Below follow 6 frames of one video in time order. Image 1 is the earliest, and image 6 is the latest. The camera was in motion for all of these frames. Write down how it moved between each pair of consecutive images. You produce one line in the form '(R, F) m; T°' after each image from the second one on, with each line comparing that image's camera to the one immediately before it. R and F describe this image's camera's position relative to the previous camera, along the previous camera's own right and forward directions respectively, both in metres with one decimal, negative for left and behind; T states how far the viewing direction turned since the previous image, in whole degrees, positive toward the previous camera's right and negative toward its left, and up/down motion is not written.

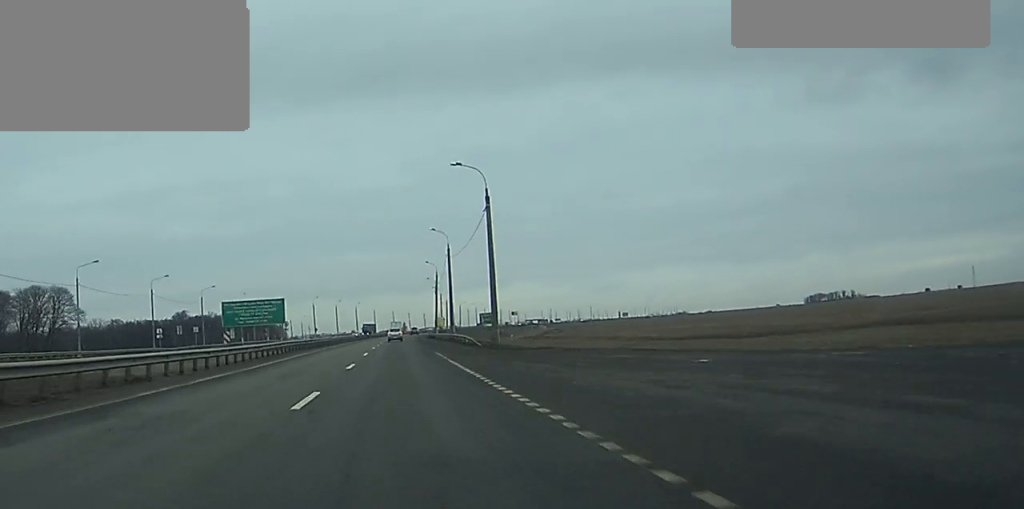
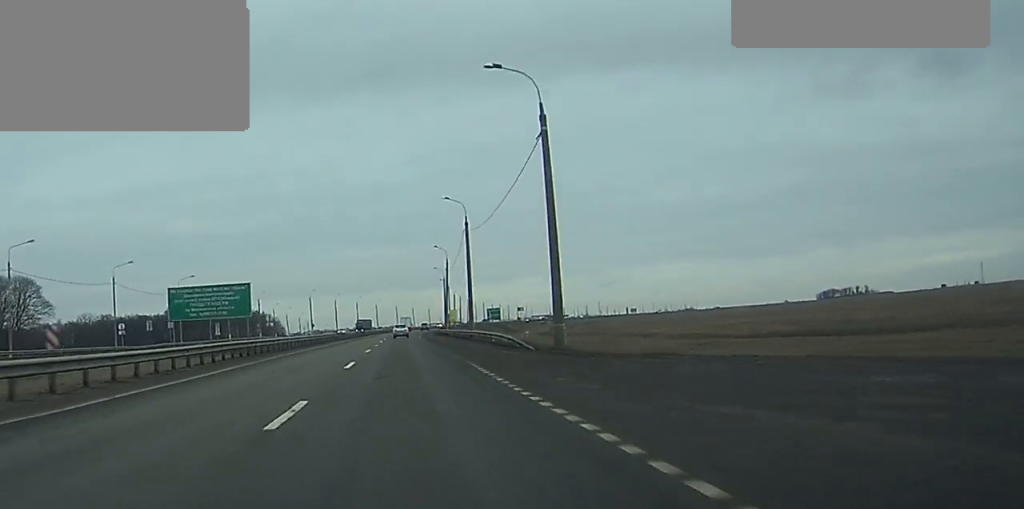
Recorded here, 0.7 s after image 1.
(0.0, +19.7) m; 0°
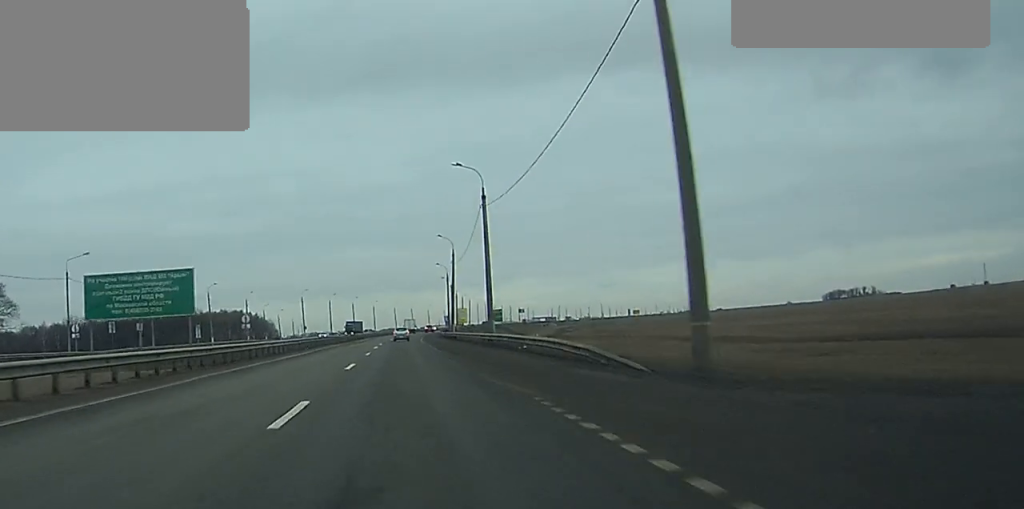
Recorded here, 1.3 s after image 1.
(0.0, +15.8) m; 0°
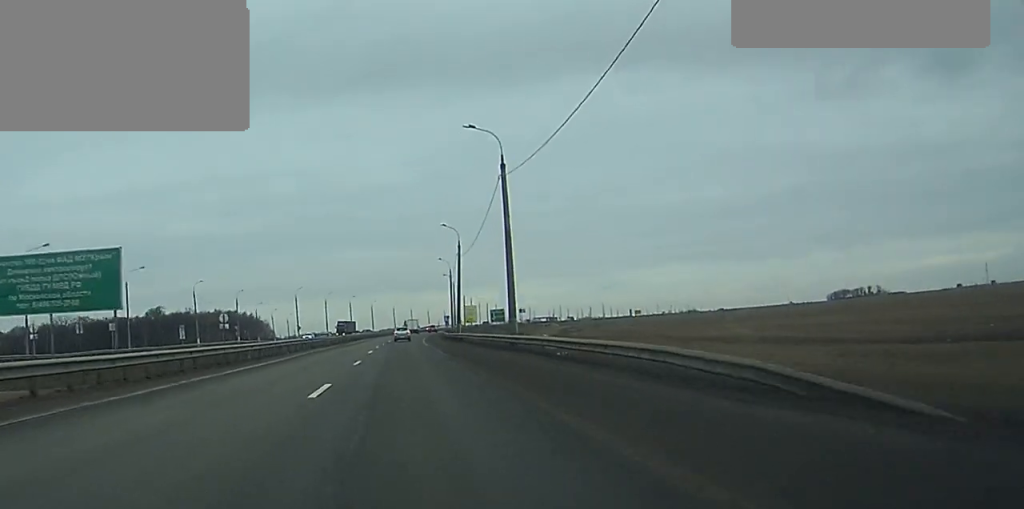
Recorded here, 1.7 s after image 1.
(0.0, +11.1) m; 0°
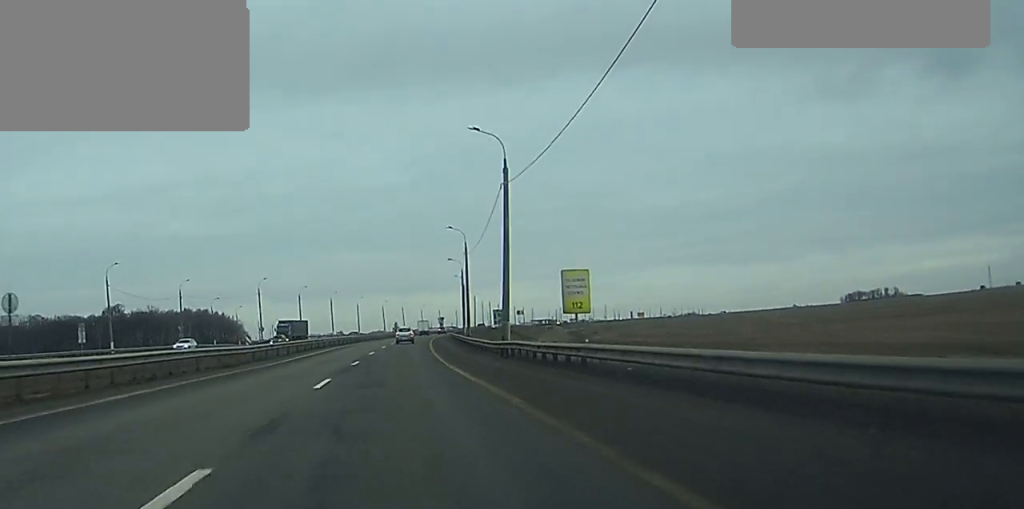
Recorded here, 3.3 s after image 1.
(+0.1, +44.0) m; 0°
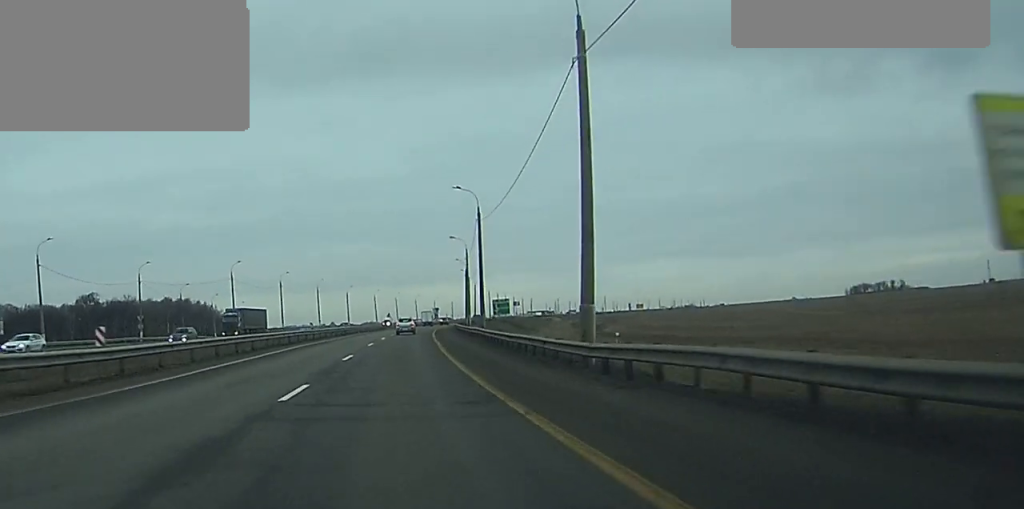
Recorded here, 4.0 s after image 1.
(+0.1, +20.9) m; 0°
